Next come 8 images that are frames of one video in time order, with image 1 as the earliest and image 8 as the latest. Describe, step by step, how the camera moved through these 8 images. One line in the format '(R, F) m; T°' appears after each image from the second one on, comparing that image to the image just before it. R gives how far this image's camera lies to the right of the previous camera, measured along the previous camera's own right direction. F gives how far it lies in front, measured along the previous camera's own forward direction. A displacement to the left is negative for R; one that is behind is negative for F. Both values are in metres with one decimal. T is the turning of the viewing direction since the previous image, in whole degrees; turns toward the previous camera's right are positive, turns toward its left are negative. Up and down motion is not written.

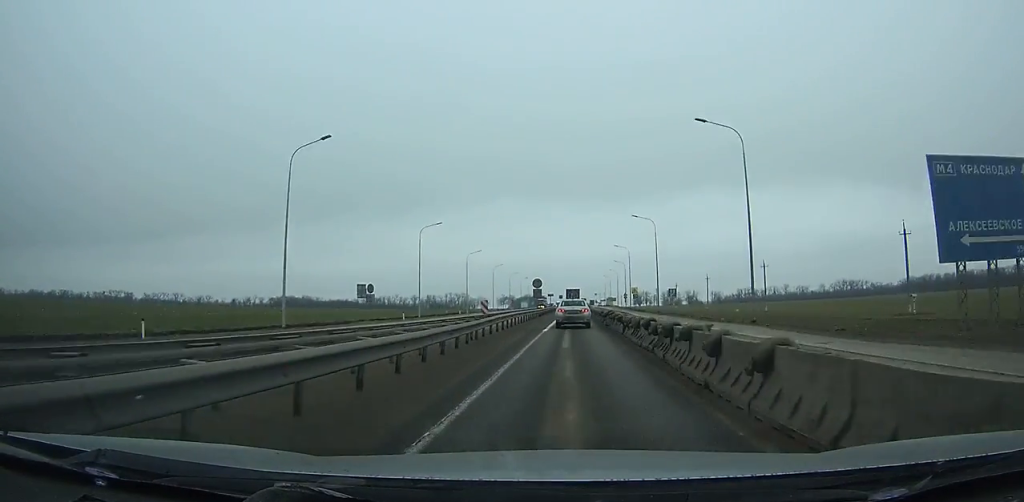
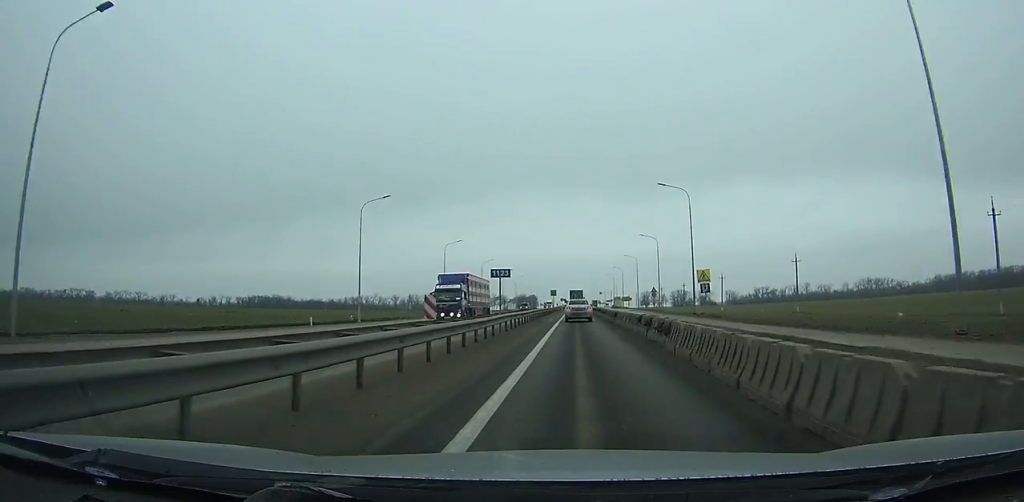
(+0.4, +63.2) m; 0°
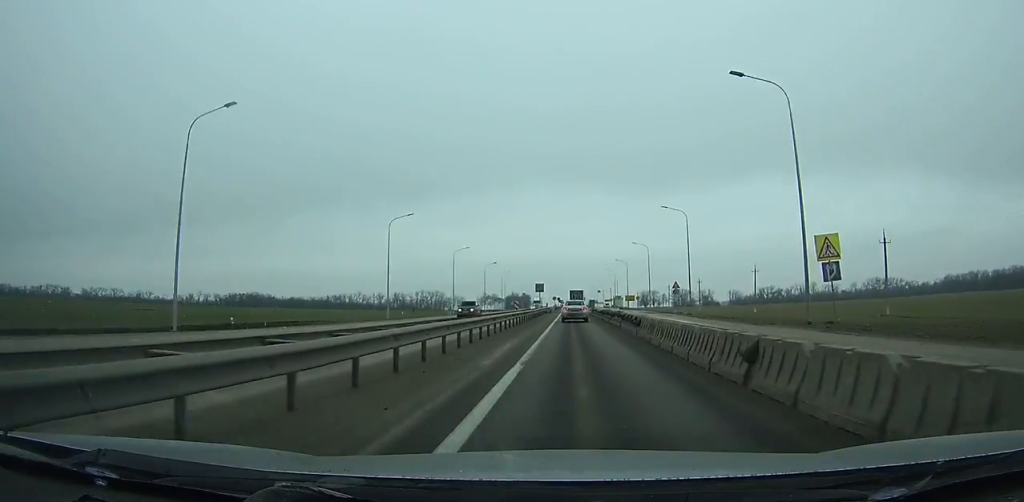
(0.0, +28.1) m; 0°
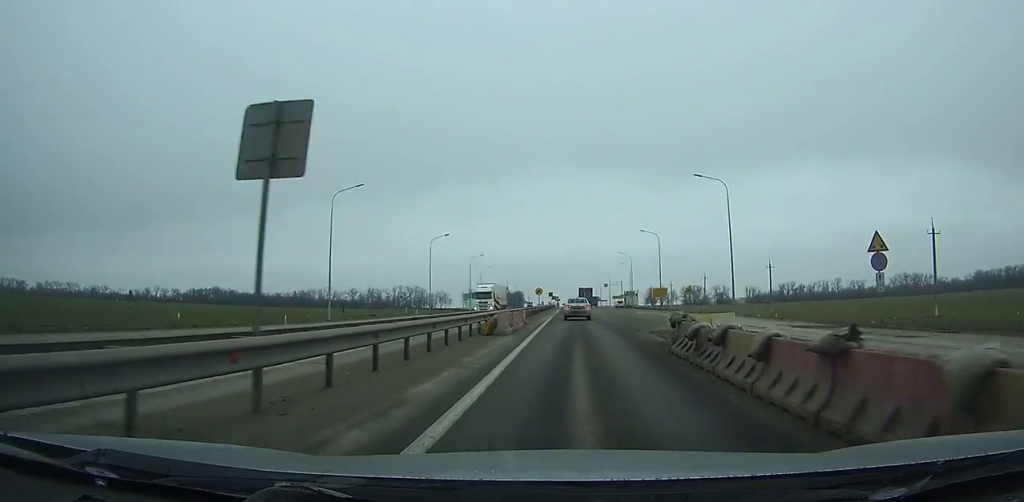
(+0.2, +57.0) m; 0°
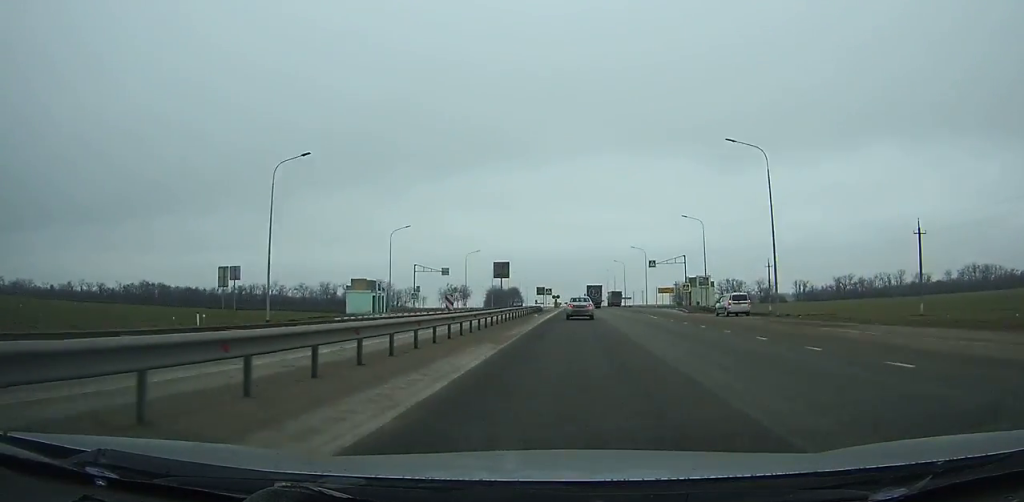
(-0.2, +93.2) m; 0°
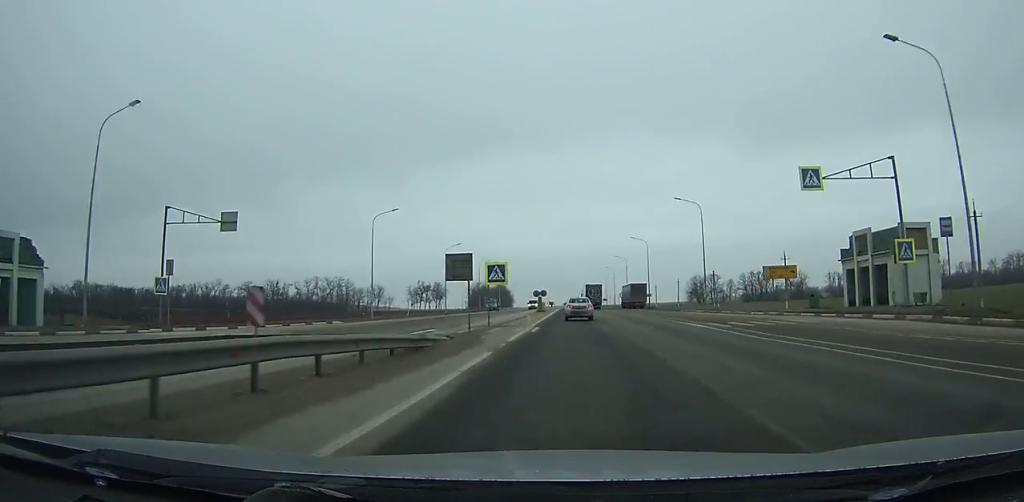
(0.0, +57.5) m; 0°
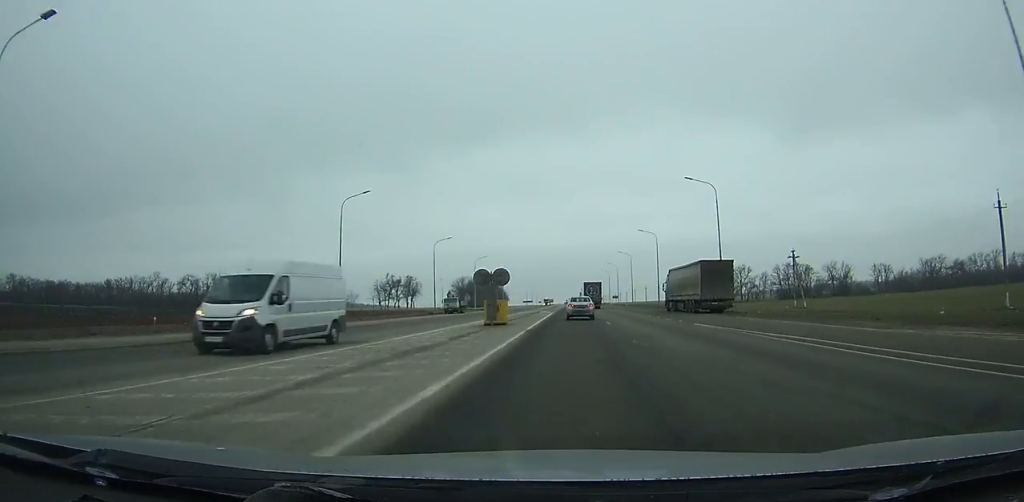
(+0.1, +51.2) m; 0°
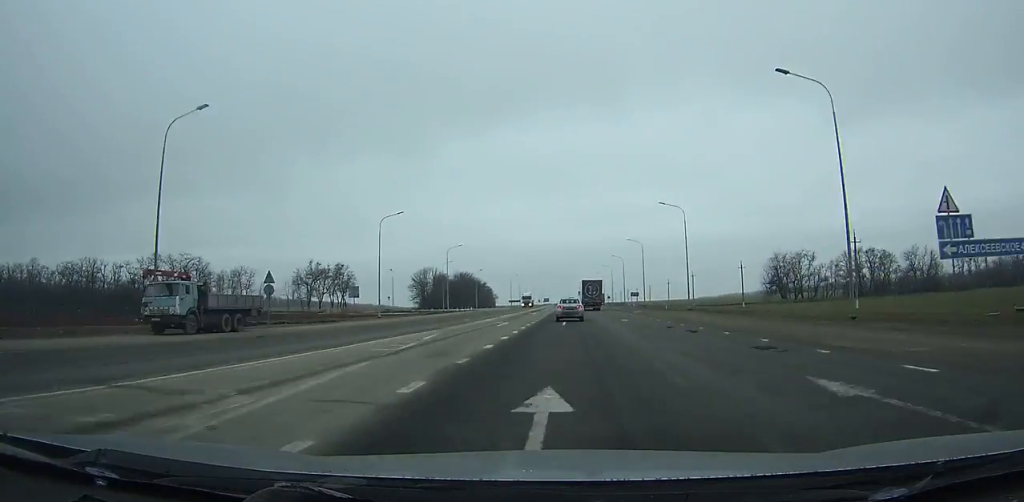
(0.0, +68.6) m; 0°
